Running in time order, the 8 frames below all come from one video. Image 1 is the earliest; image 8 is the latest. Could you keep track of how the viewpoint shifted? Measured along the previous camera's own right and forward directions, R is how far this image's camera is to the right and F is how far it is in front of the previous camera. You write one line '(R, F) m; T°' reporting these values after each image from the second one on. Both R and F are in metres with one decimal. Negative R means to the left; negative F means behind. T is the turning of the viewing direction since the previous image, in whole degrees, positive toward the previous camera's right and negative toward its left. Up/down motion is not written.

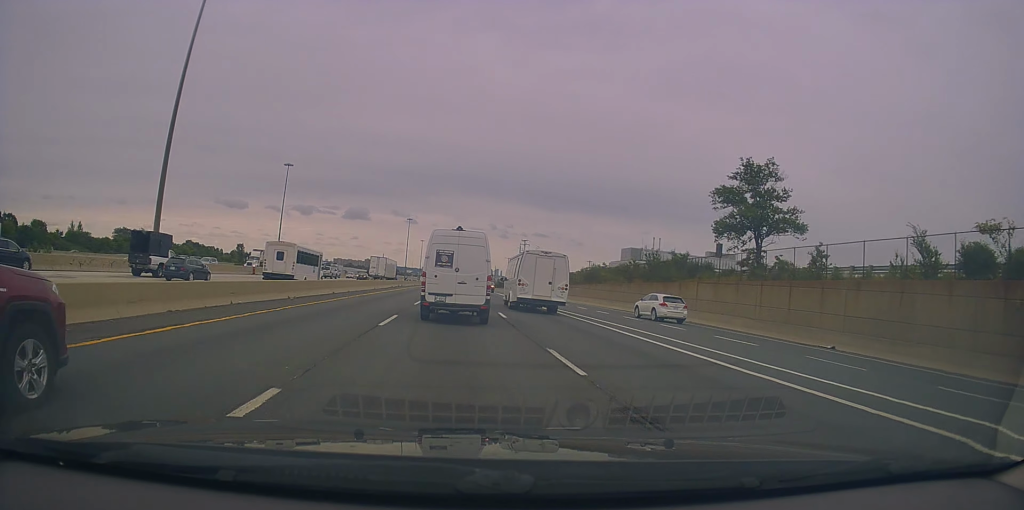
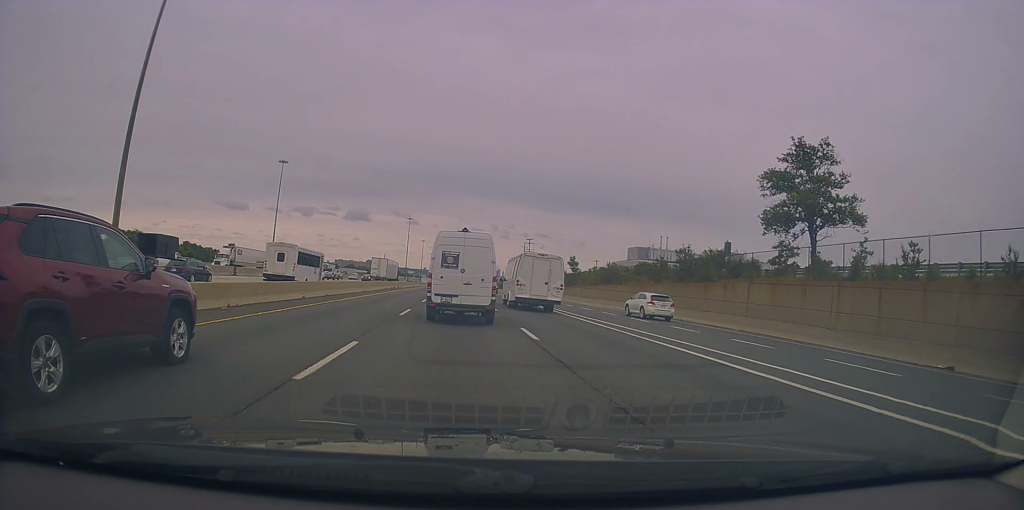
(+0.6, +7.7) m; 0°
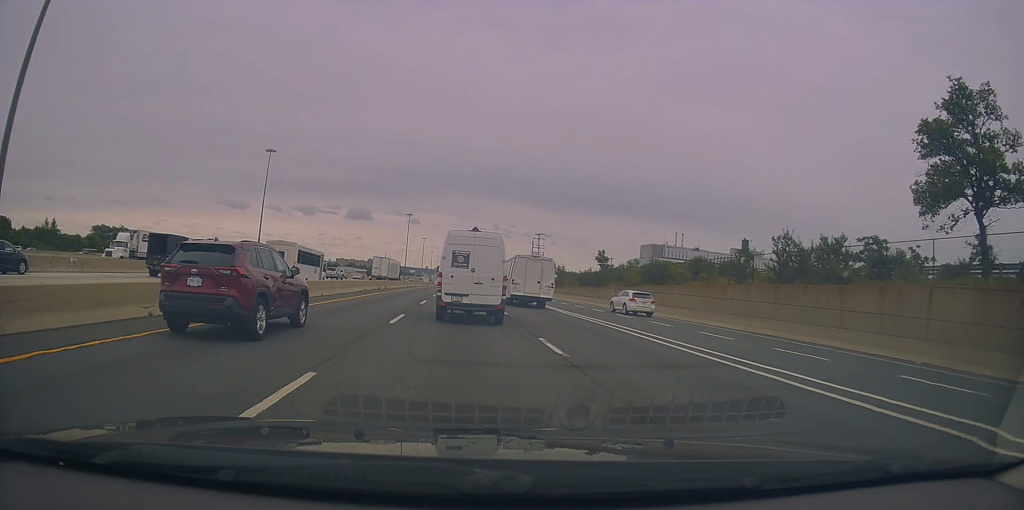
(-0.9, +15.6) m; -2°
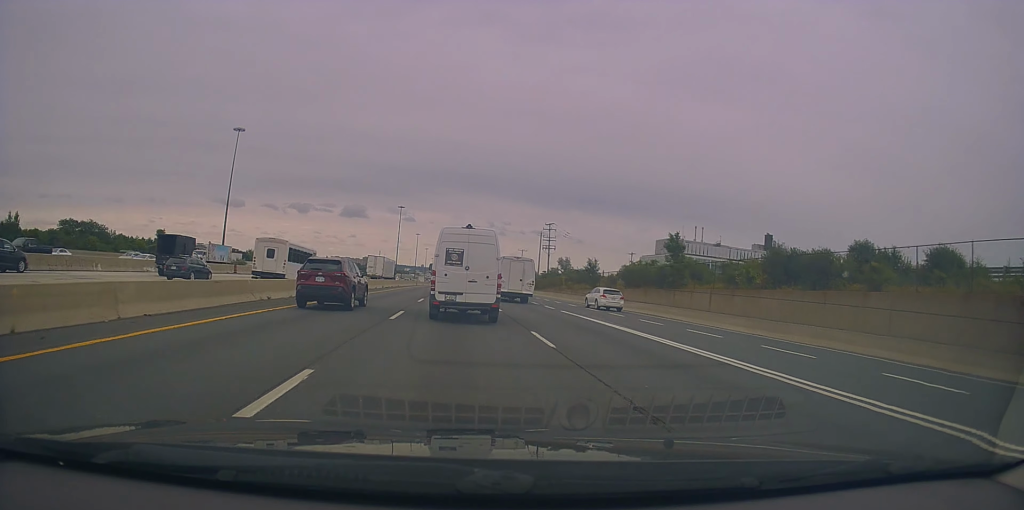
(+0.2, +24.0) m; 0°
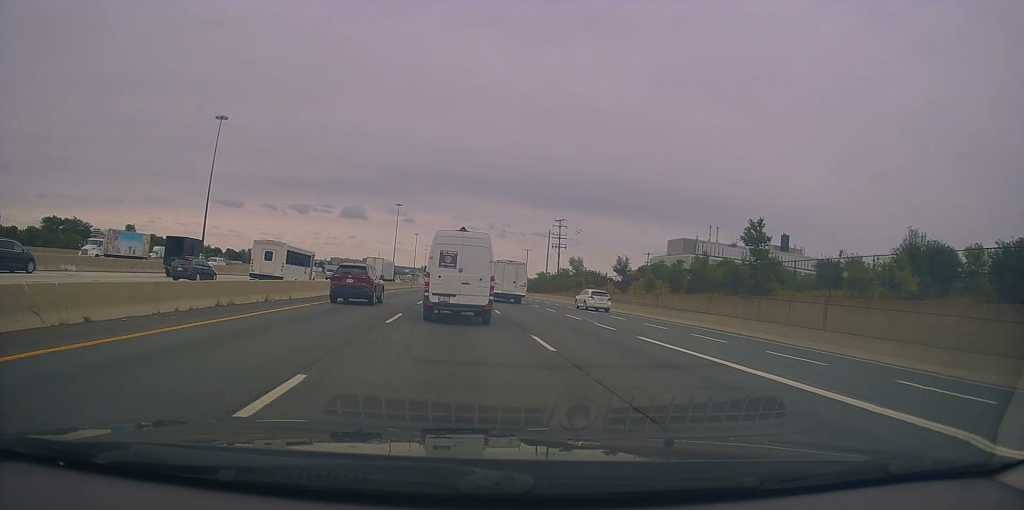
(-0.1, +13.0) m; 0°
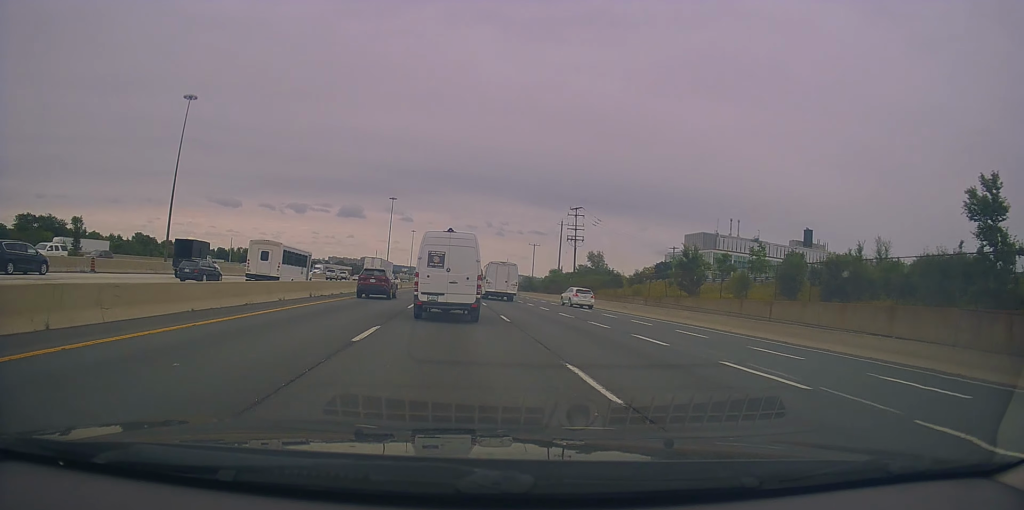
(+0.3, +17.5) m; +1°
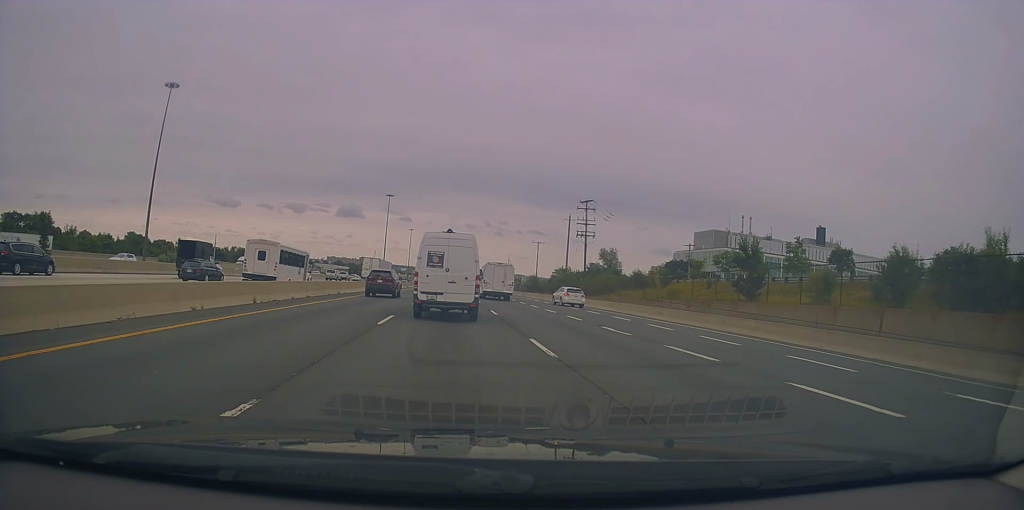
(+0.1, +8.7) m; -1°
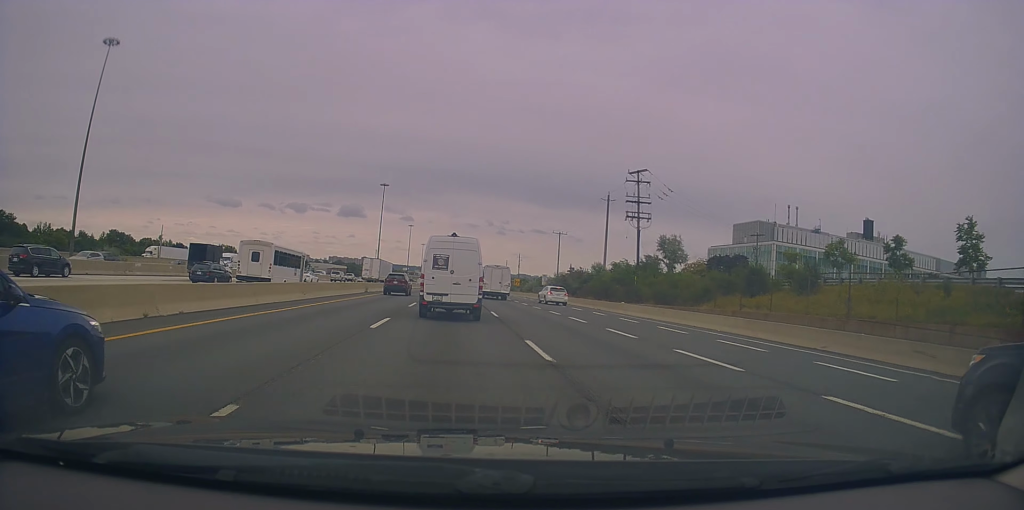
(0.0, +25.5) m; +1°
